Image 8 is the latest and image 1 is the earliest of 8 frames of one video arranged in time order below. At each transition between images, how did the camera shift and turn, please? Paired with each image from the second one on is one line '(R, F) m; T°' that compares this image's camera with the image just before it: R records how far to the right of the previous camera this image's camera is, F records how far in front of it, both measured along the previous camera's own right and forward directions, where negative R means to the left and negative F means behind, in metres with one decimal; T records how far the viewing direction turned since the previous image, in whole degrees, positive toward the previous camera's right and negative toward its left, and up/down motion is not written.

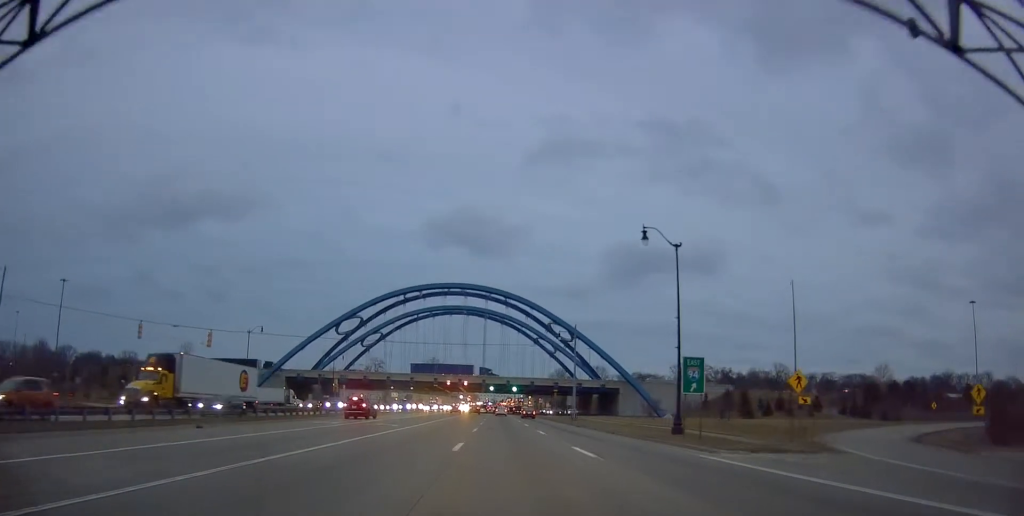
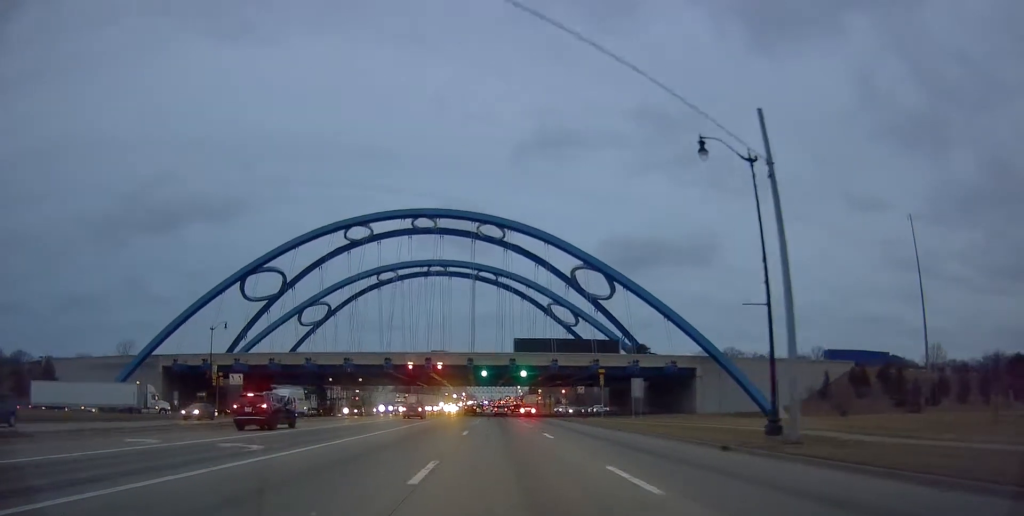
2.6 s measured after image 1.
(+1.6, +53.7) m; +2°
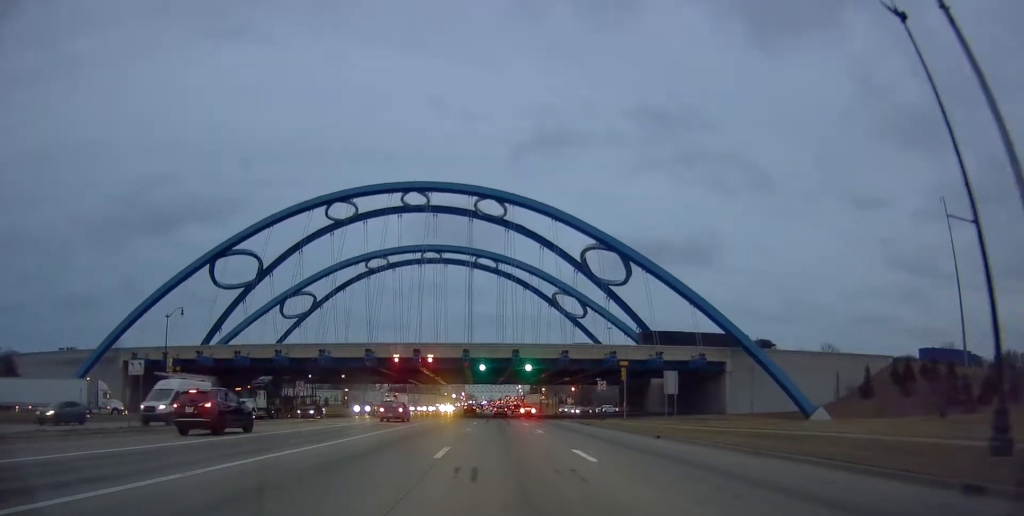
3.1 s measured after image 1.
(0.0, +10.9) m; -1°
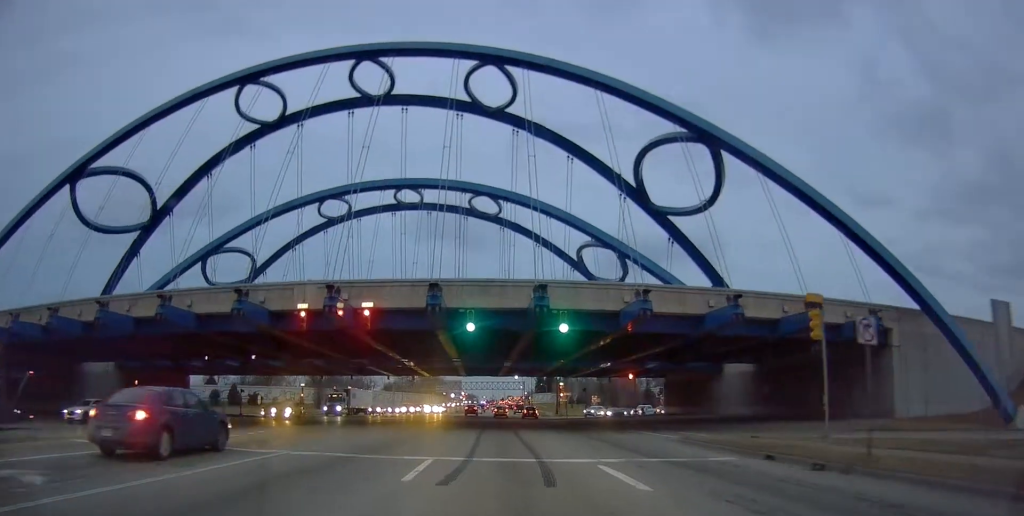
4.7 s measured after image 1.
(-1.1, +32.3) m; -2°
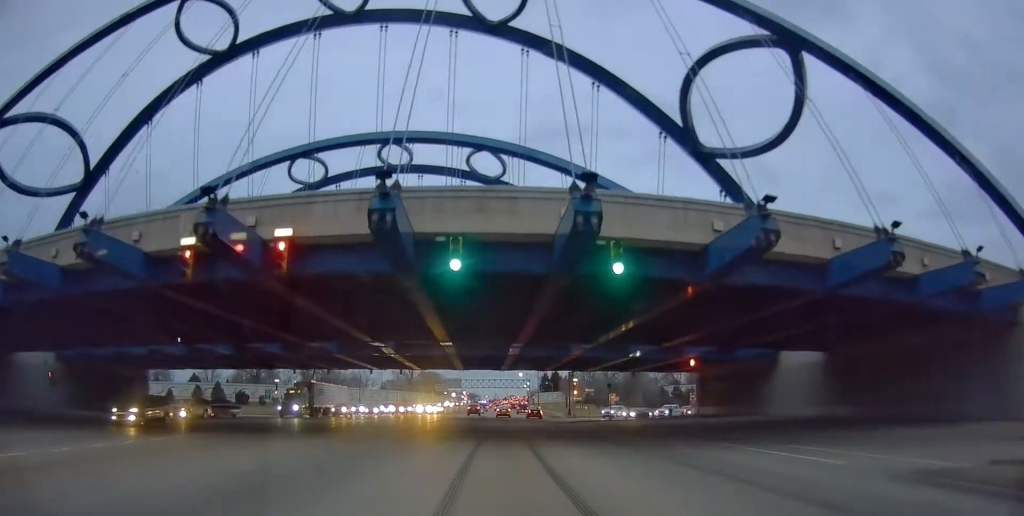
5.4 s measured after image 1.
(+0.5, +13.6) m; +1°
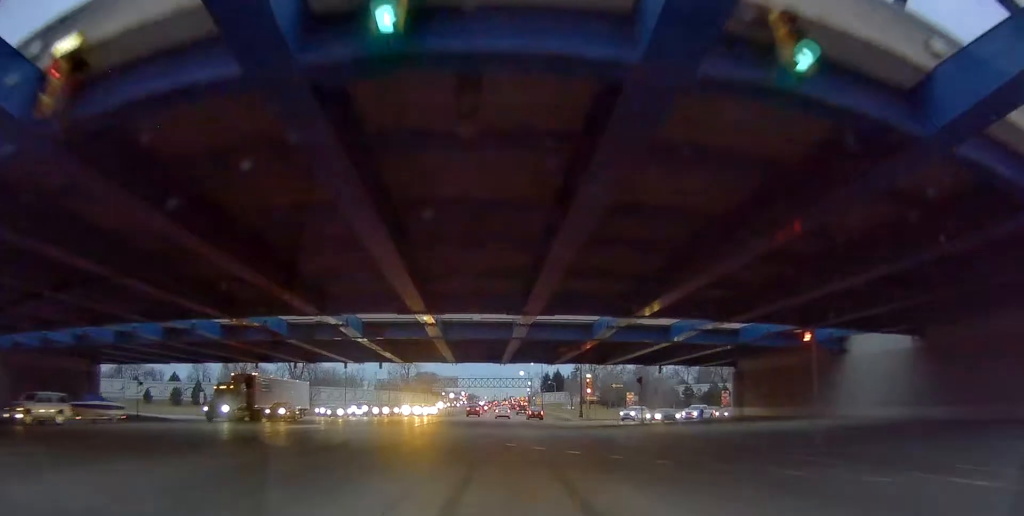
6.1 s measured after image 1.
(+0.1, +12.2) m; 0°
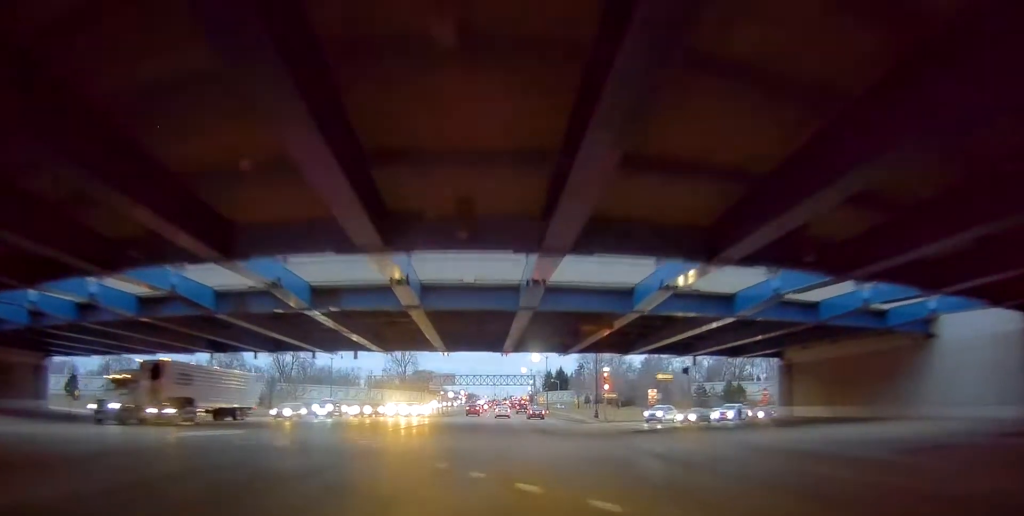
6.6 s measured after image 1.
(-0.2, +10.9) m; 0°
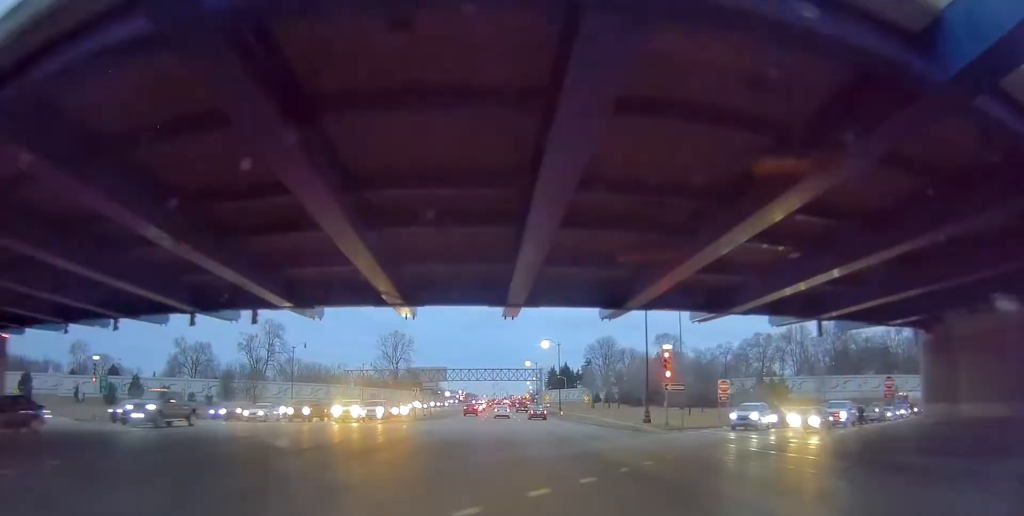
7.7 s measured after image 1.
(+0.3, +20.8) m; +1°
